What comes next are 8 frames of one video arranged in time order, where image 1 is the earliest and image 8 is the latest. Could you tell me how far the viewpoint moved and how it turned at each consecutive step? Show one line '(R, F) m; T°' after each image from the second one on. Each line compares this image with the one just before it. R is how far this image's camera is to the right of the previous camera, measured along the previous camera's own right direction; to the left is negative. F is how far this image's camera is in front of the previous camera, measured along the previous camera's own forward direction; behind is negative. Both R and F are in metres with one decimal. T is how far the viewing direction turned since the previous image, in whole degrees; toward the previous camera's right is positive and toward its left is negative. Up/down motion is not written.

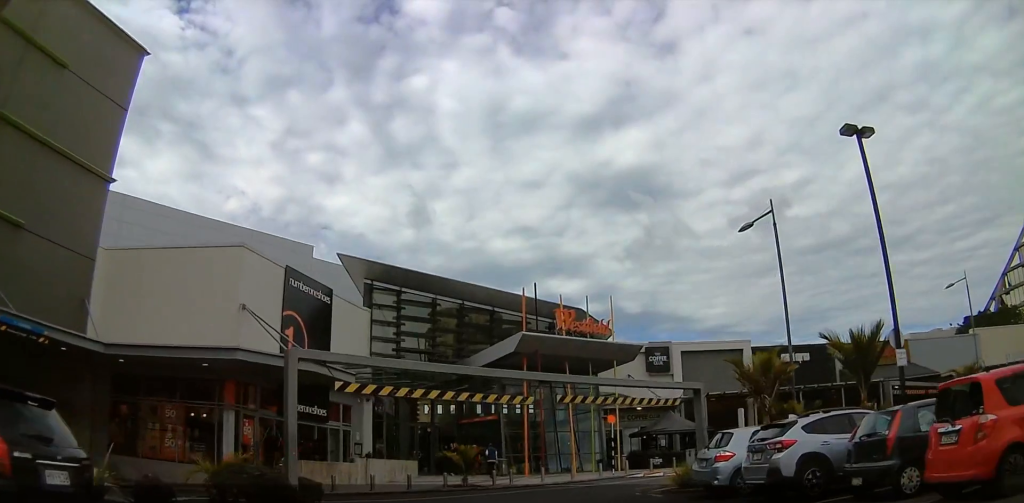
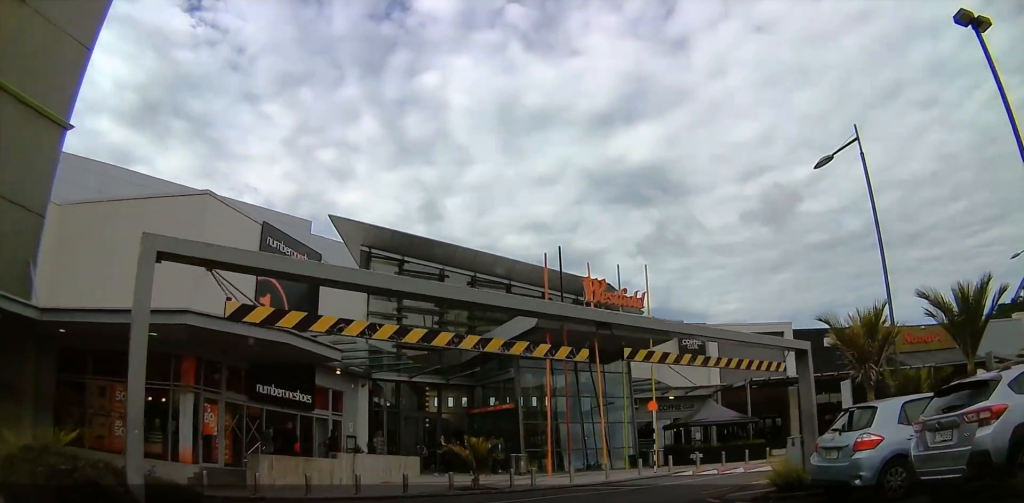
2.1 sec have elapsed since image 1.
(0.0, +6.4) m; 0°
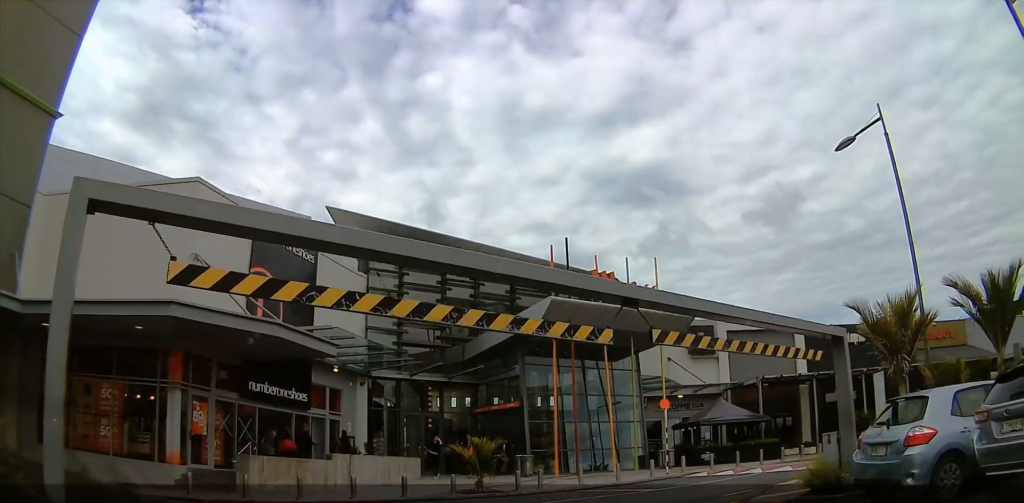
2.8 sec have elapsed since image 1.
(0.0, +2.0) m; 0°
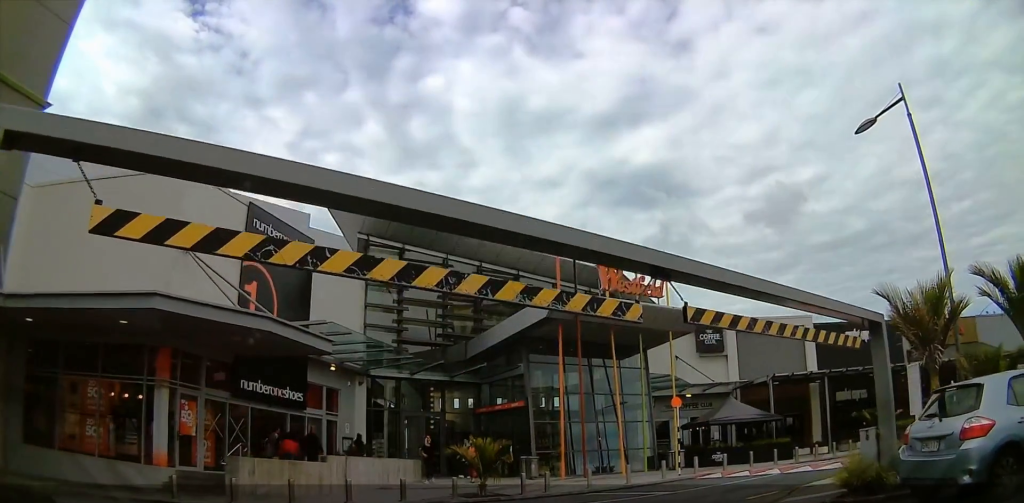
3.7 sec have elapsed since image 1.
(0.0, +2.0) m; +3°
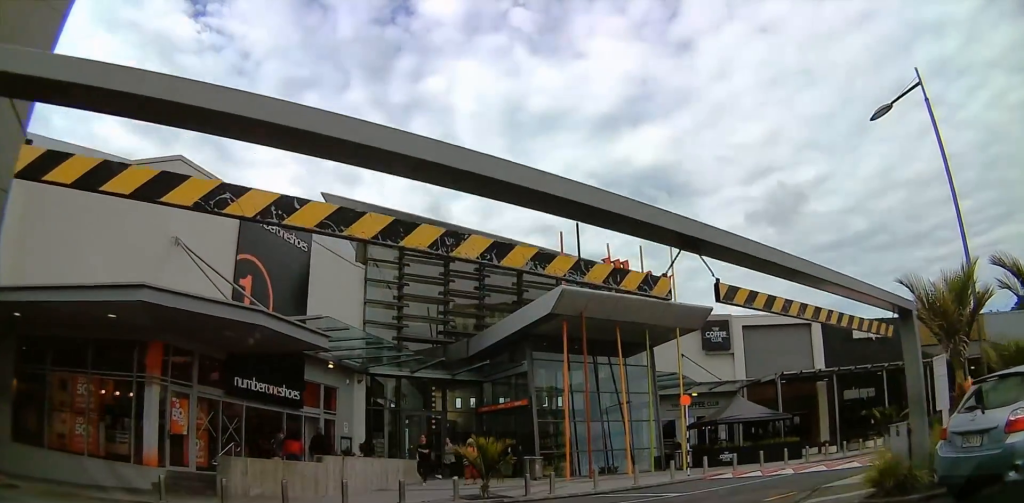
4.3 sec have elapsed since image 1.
(0.0, +1.3) m; +4°
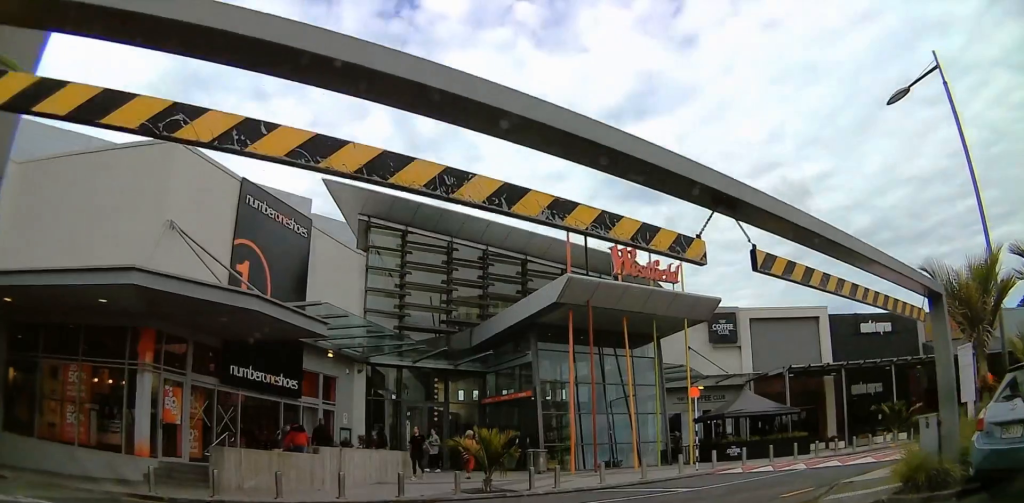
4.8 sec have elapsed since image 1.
(+0.1, +1.0) m; +4°
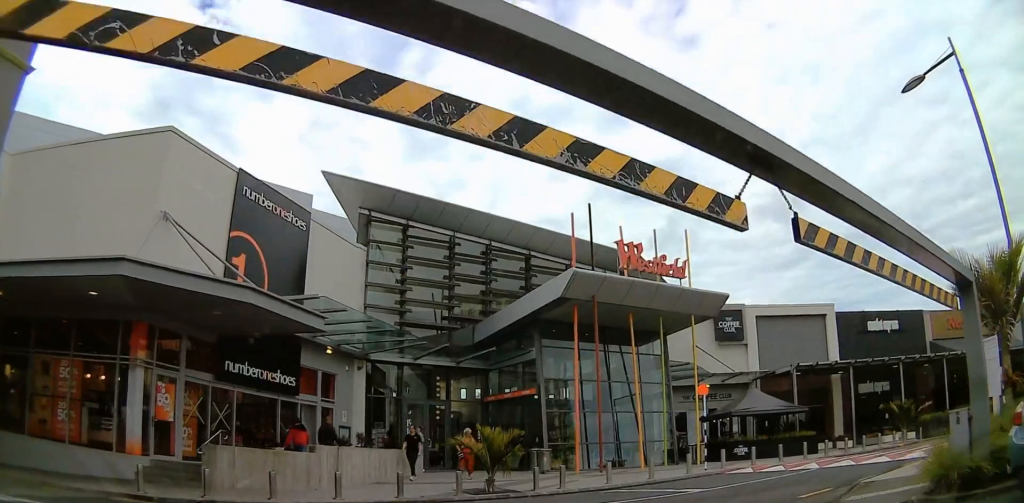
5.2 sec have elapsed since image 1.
(0.0, +0.8) m; +3°
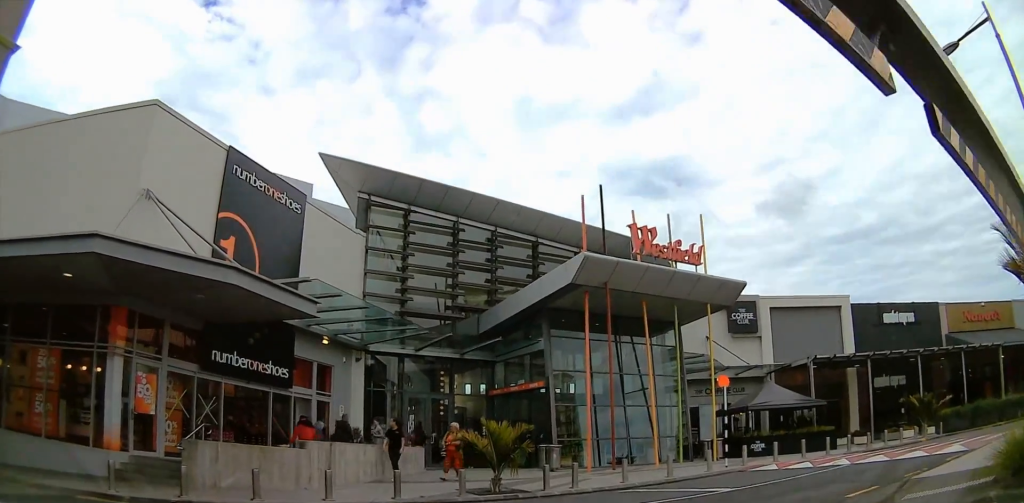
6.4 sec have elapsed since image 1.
(-0.3, +1.5) m; 0°
